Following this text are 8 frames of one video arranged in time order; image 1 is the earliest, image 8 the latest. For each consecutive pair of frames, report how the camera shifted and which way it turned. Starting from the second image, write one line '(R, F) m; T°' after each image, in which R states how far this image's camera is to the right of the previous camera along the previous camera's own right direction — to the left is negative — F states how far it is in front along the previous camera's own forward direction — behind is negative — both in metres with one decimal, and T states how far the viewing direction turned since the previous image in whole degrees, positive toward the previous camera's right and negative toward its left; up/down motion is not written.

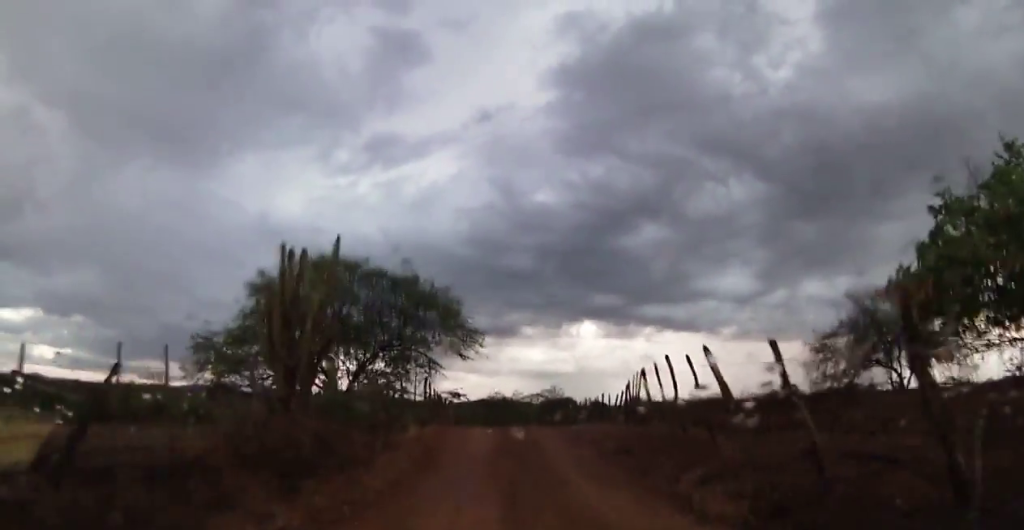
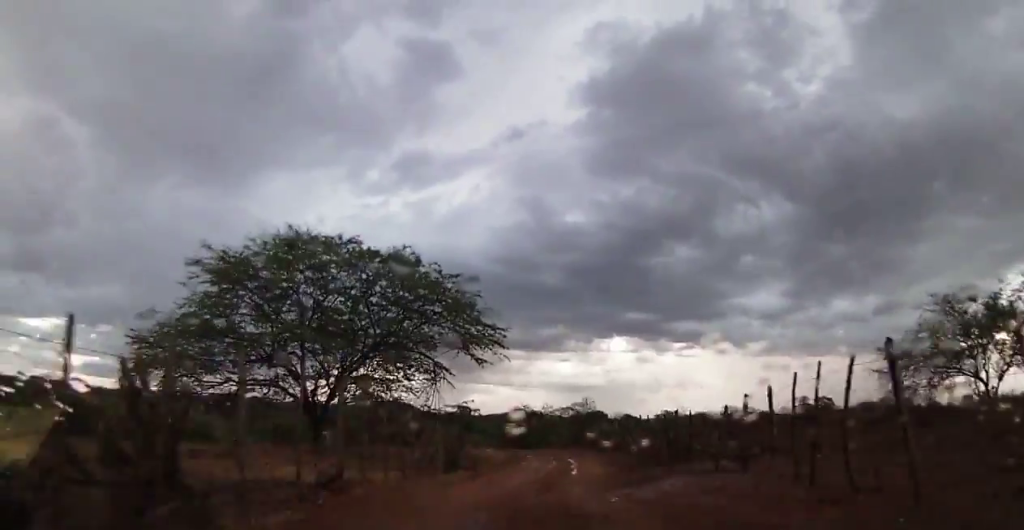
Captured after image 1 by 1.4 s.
(-0.2, +13.3) m; -1°
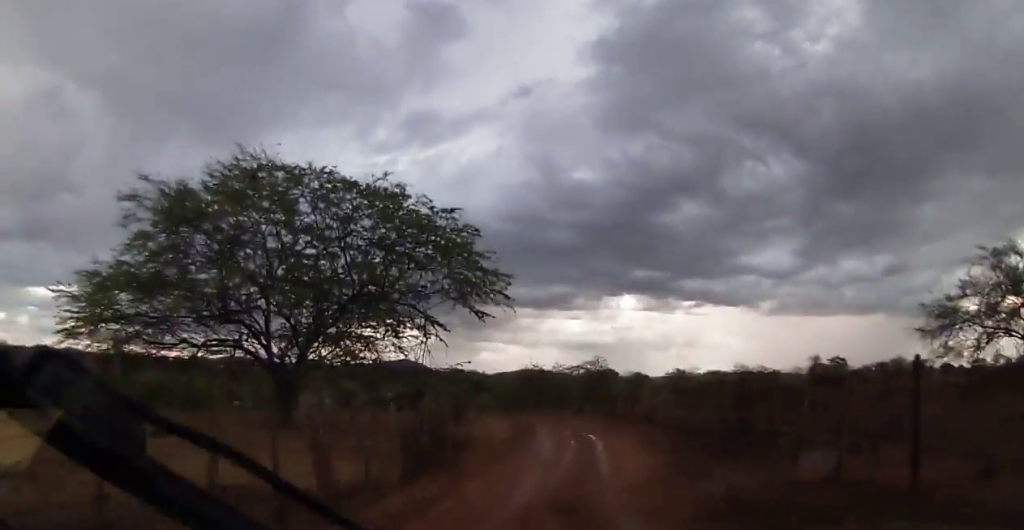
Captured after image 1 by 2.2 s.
(+0.1, +8.3) m; -1°
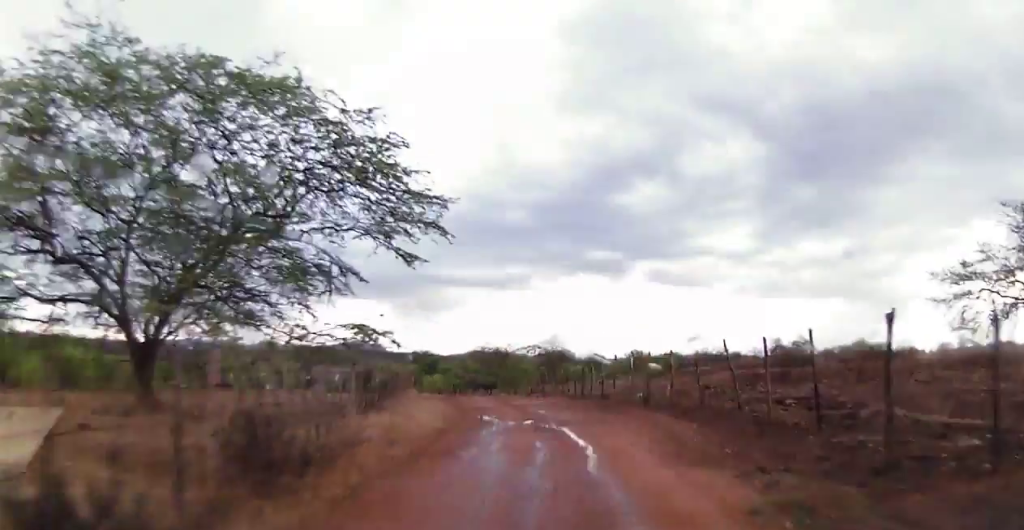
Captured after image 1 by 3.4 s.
(-0.3, +10.3) m; -1°
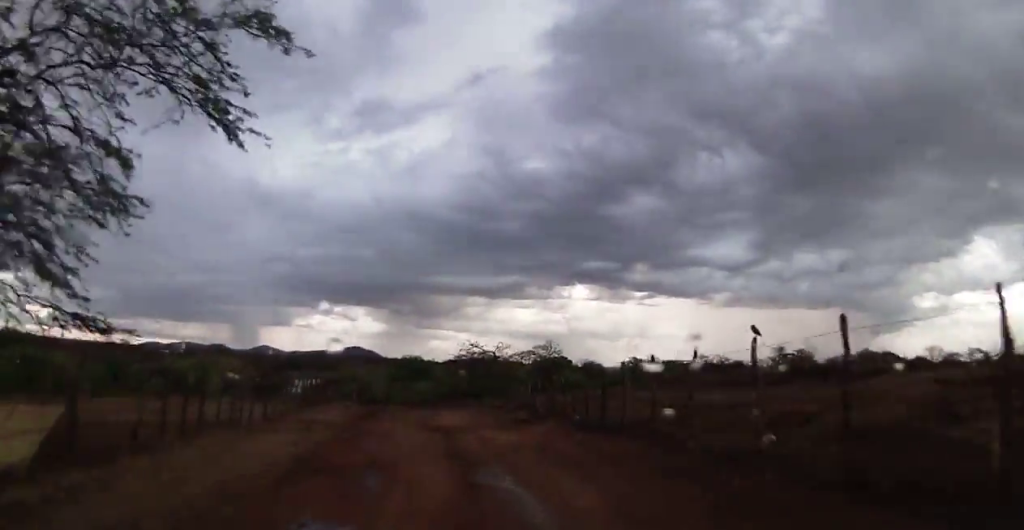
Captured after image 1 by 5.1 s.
(+0.1, +15.4) m; -2°
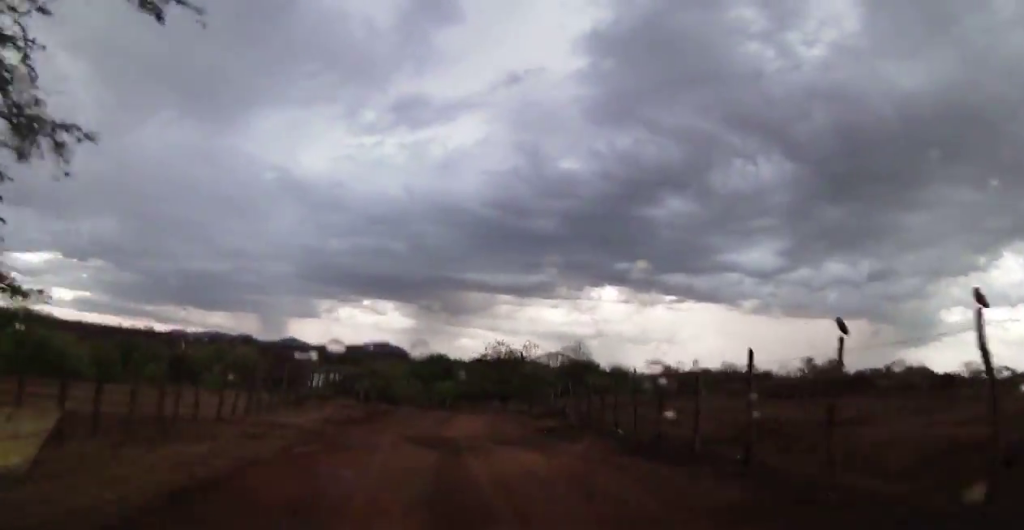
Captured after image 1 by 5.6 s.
(-0.2, +4.2) m; -3°
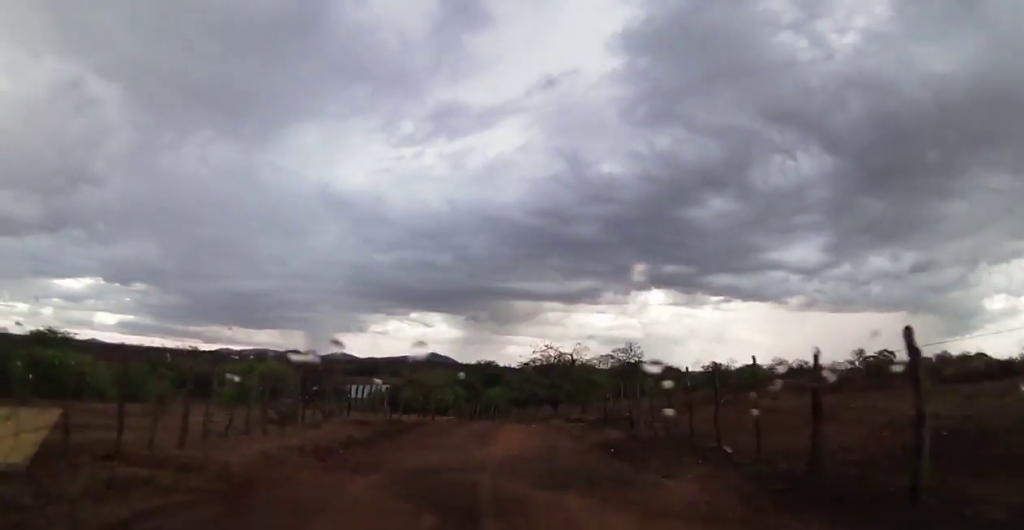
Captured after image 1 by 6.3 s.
(-0.1, +5.2) m; -3°
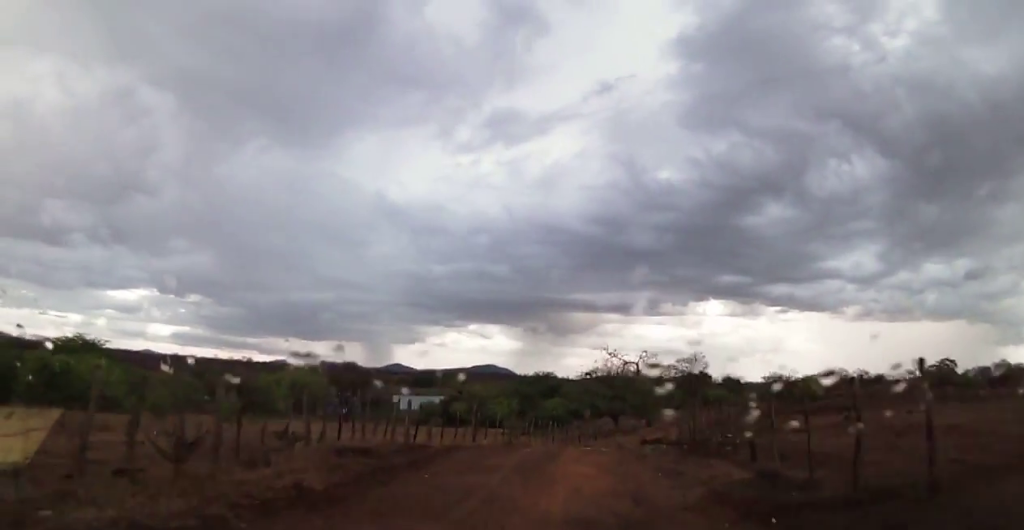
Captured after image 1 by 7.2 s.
(-0.4, +7.0) m; 0°
